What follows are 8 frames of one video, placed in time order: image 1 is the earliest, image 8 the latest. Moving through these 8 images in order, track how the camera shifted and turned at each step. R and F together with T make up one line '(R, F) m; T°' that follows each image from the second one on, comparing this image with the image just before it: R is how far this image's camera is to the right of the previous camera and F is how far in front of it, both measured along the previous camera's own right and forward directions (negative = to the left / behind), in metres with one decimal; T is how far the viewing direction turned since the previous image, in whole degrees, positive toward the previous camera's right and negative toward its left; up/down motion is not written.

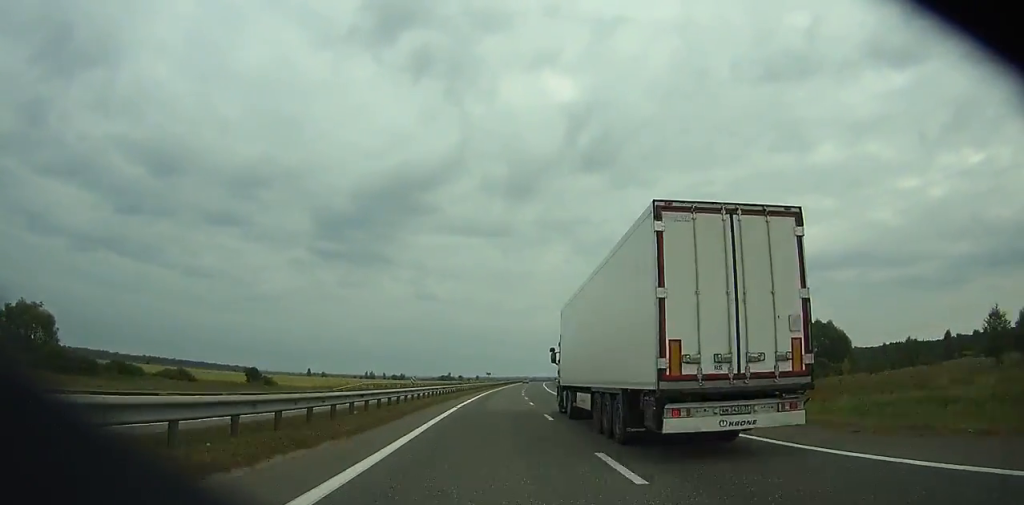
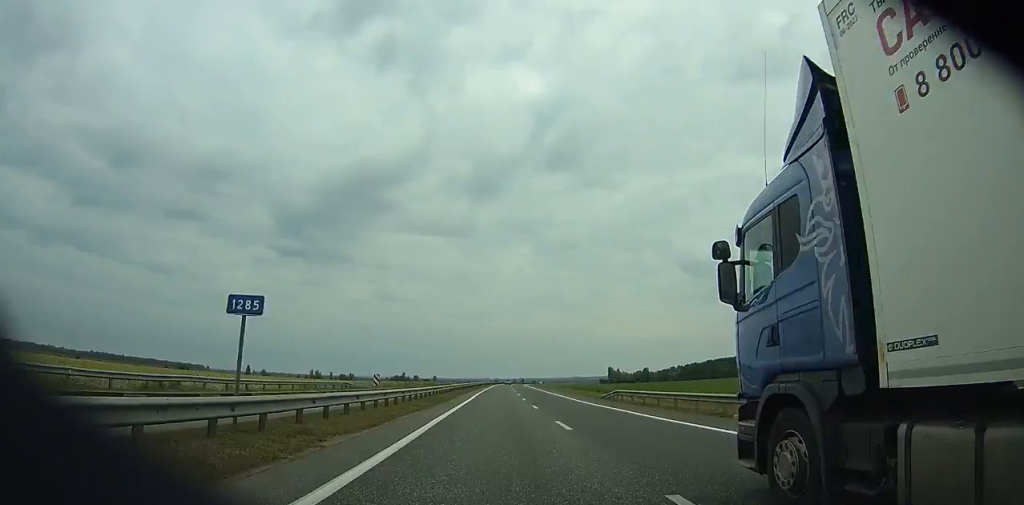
(+1.5, +87.8) m; +3°
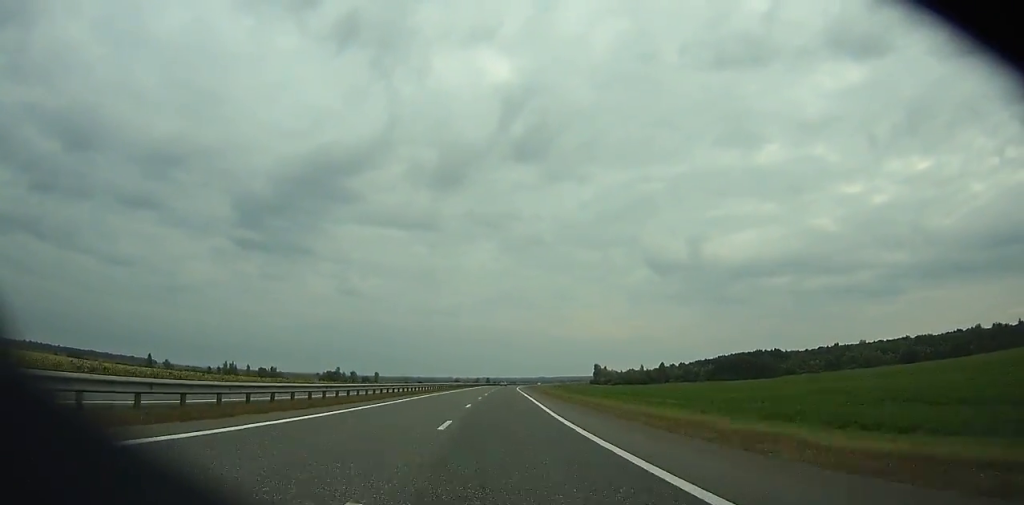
(+7.1, +154.4) m; +5°
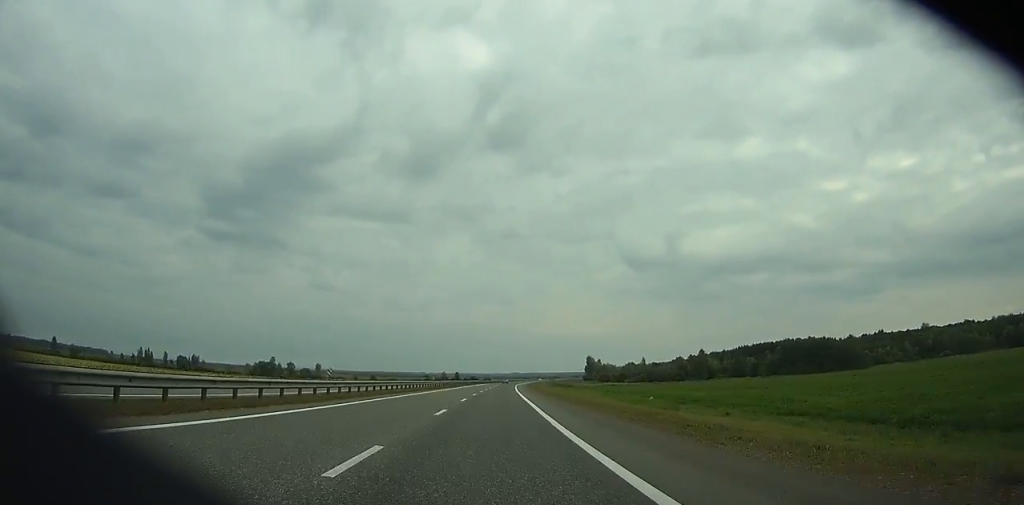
(+2.1, +116.4) m; +2°
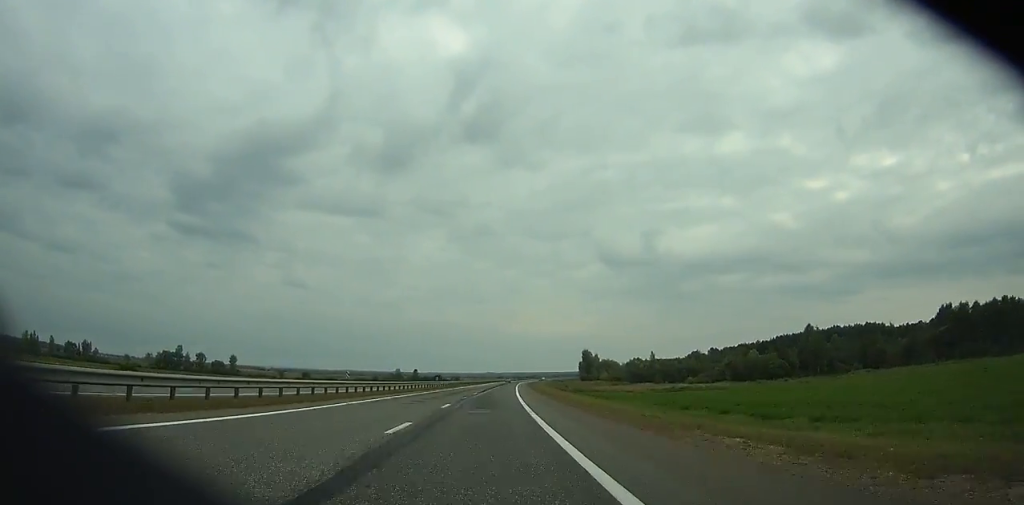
(+2.2, +114.3) m; +3°
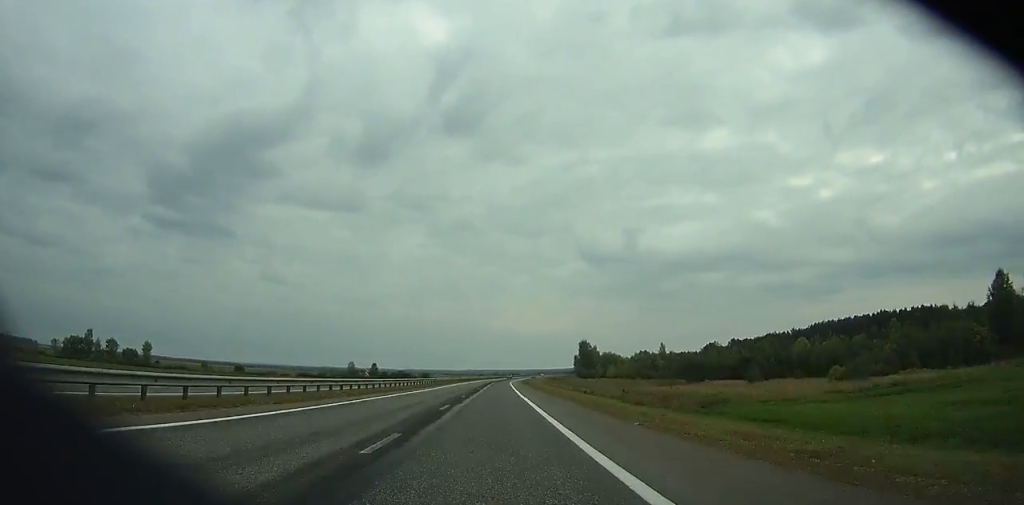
(+1.4, +75.5) m; +2°
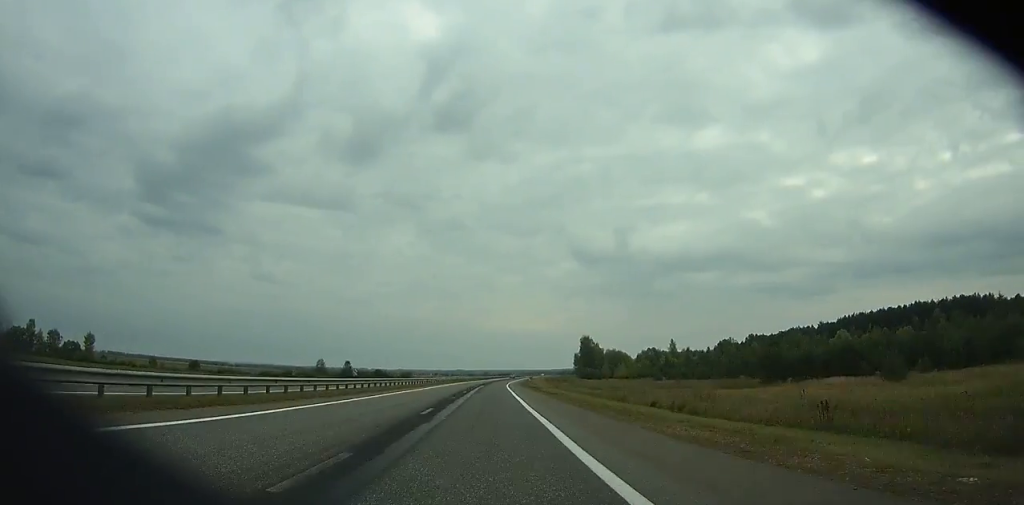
(+0.3, +37.7) m; +1°
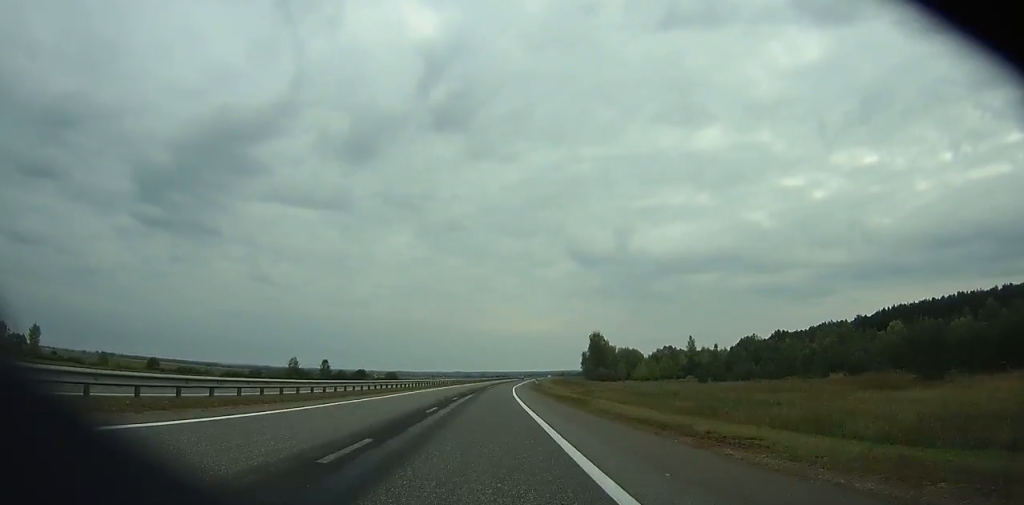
(+0.3, +34.7) m; +1°
